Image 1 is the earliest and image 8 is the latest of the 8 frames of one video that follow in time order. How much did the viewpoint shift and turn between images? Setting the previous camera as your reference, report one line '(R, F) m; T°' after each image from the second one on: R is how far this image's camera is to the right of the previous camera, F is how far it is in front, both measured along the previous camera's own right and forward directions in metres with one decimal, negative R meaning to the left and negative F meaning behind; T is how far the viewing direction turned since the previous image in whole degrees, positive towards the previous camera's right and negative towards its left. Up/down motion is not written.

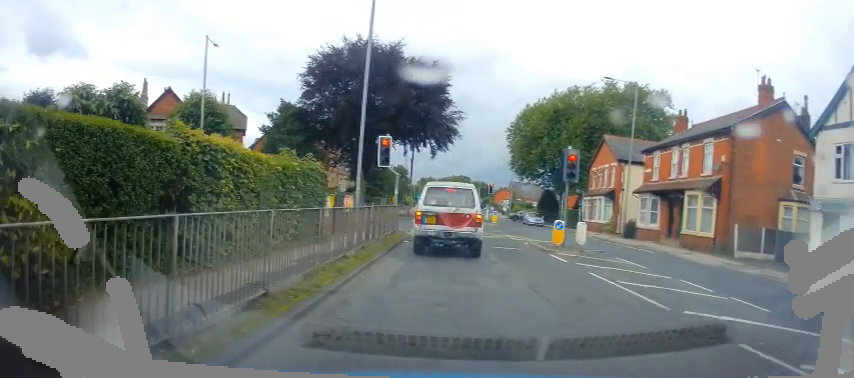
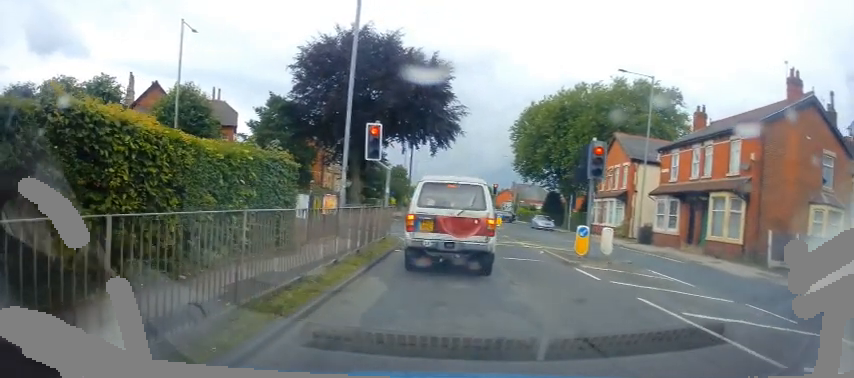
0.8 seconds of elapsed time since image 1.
(+0.5, +2.4) m; +3°
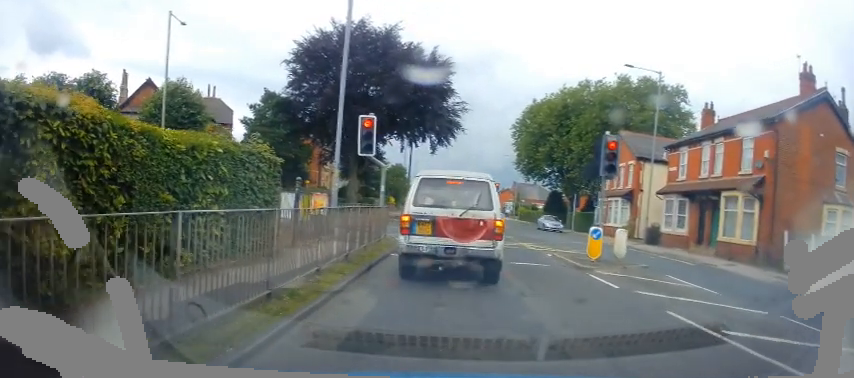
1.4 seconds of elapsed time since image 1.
(-0.3, +0.6) m; 0°
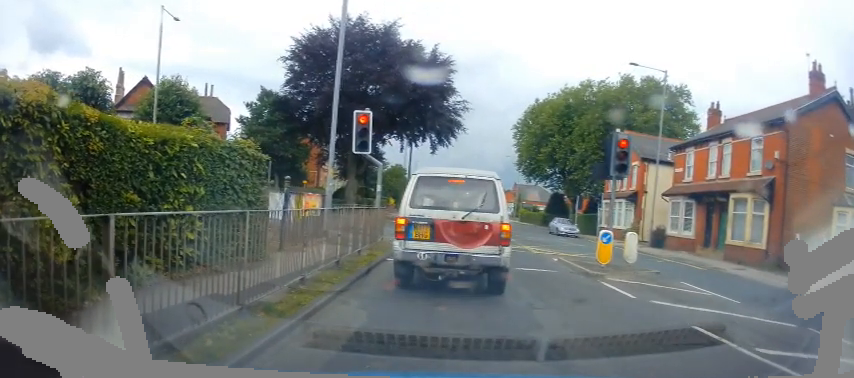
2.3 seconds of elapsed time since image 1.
(-0.3, +0.5) m; 0°
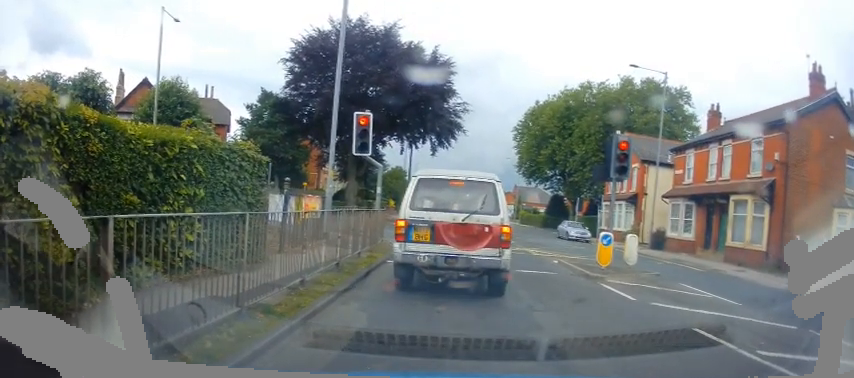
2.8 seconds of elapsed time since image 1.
(-0.1, +0.1) m; 0°
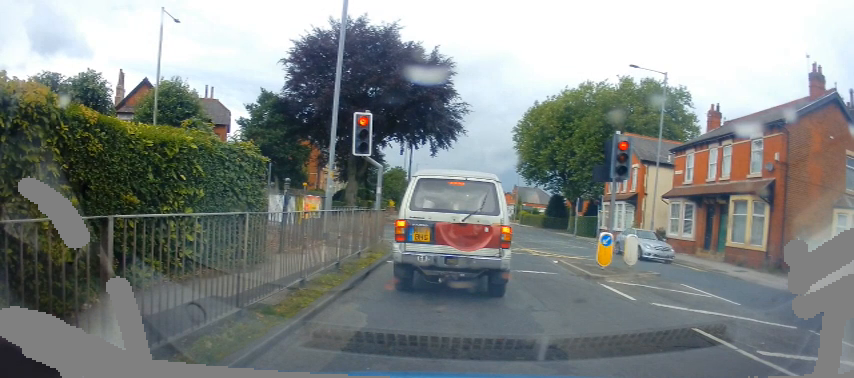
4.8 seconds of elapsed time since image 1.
(0.0, 0.0) m; 0°
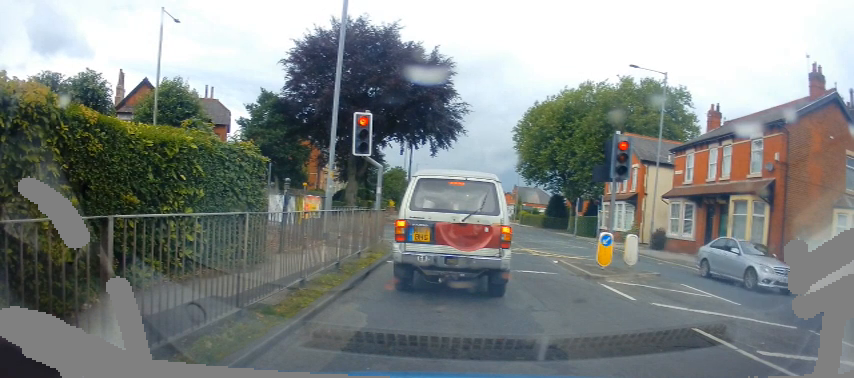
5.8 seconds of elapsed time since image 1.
(0.0, 0.0) m; 0°
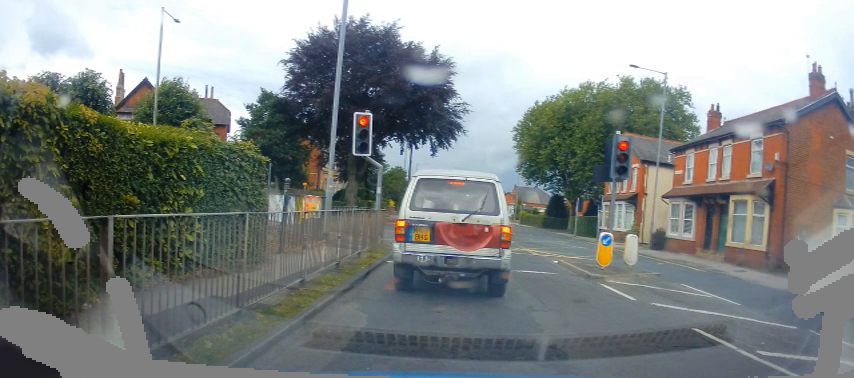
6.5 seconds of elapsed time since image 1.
(0.0, 0.0) m; 0°
